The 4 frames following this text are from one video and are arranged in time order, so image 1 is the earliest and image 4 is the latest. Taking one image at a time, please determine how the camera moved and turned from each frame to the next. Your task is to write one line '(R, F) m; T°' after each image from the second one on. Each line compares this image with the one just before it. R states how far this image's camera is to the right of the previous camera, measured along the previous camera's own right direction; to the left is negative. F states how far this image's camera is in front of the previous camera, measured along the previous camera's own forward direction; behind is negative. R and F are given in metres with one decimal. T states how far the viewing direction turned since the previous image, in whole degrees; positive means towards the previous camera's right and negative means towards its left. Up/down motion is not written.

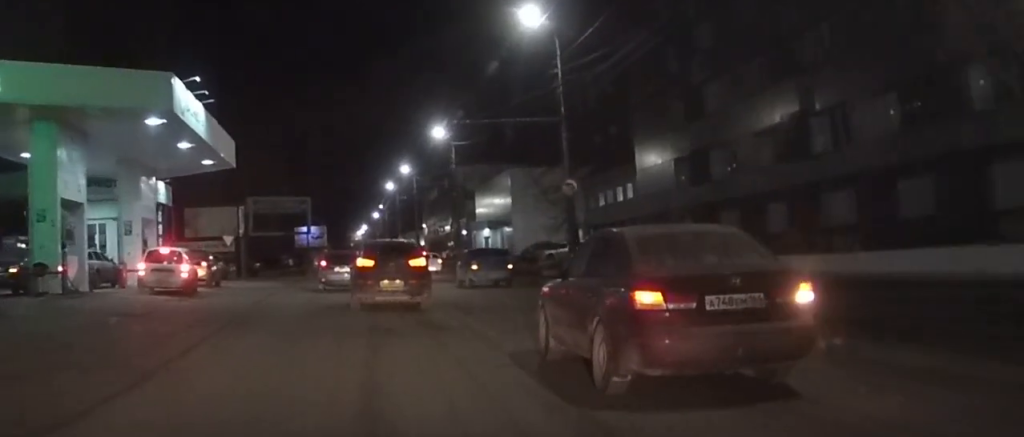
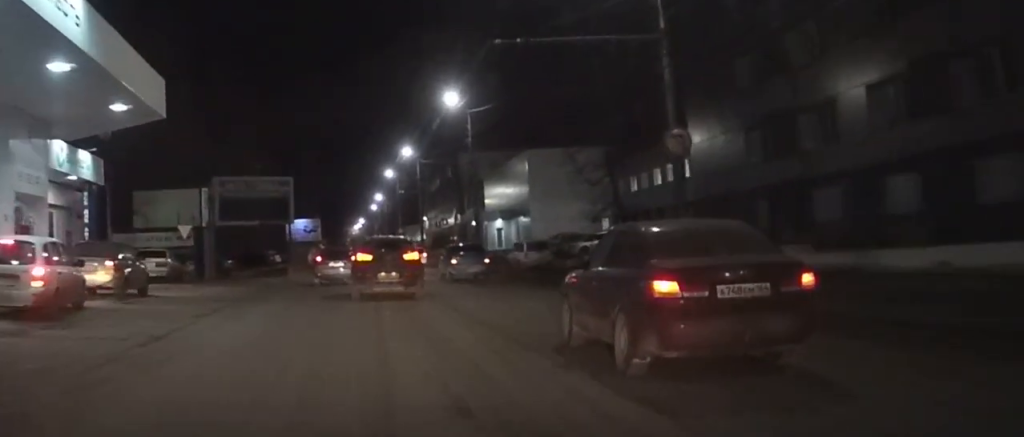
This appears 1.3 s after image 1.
(+0.2, +10.5) m; +2°
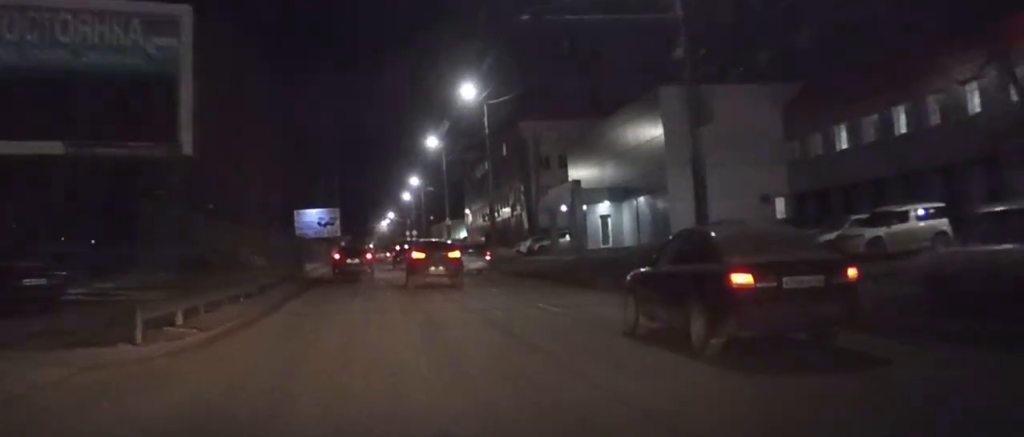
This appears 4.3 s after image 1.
(-0.4, +29.8) m; -2°
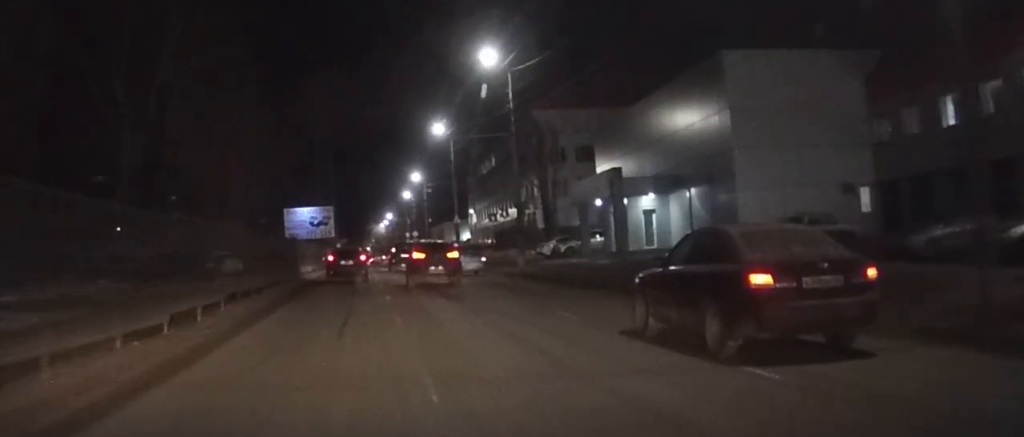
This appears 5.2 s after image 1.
(0.0, +9.7) m; 0°
